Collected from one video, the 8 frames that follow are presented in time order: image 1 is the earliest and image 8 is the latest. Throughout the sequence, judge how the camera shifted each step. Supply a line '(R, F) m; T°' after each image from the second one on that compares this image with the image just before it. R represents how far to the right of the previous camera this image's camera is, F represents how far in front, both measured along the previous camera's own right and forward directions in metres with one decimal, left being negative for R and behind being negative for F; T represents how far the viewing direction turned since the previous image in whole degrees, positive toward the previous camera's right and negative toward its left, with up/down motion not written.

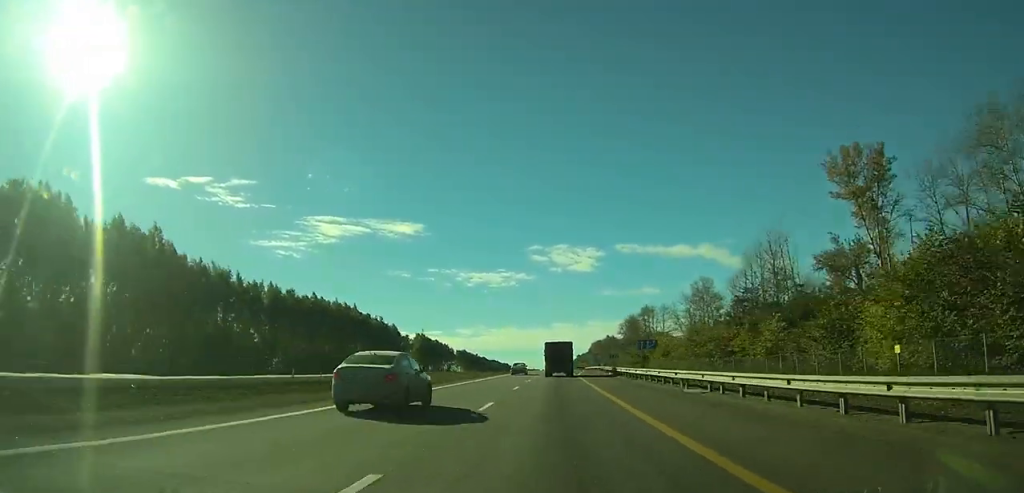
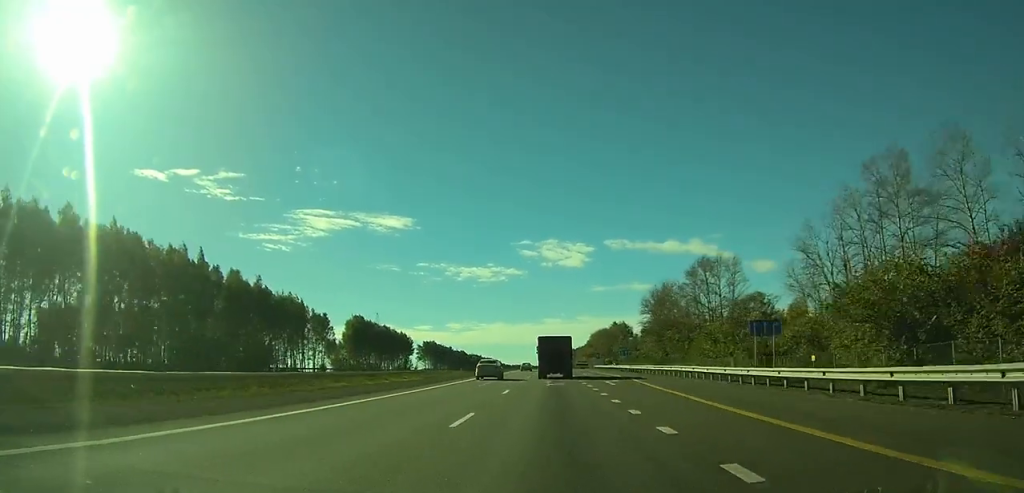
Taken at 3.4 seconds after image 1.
(+1.0, +87.6) m; +1°
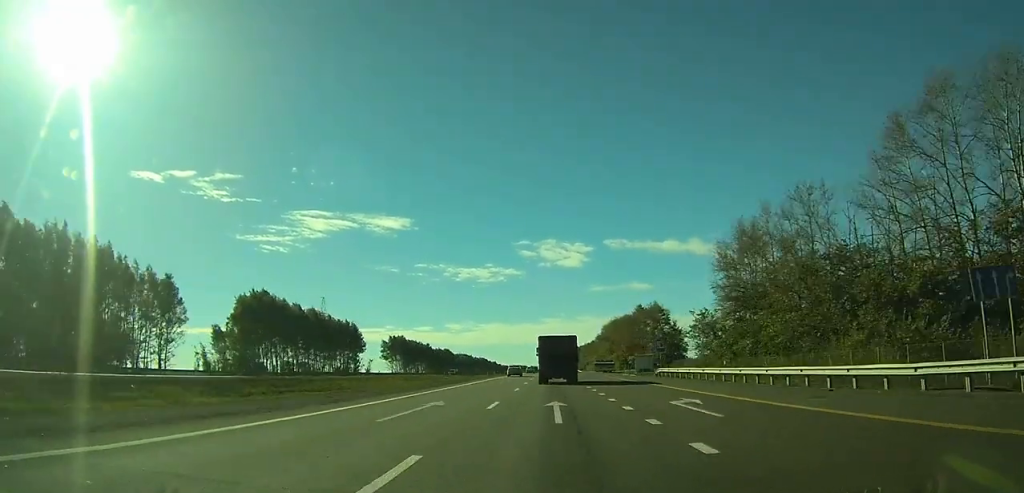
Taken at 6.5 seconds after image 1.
(+0.1, +79.4) m; 0°
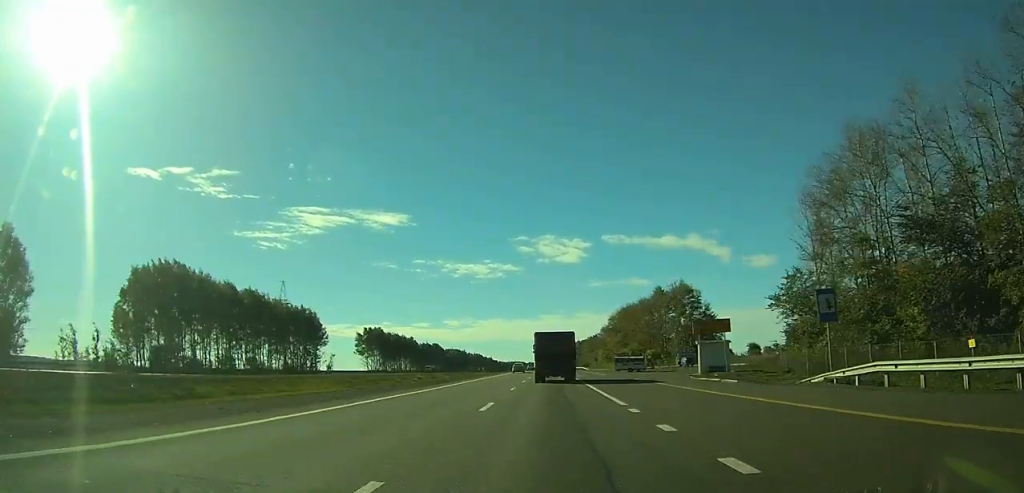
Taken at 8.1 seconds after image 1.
(+0.1, +37.9) m; 0°
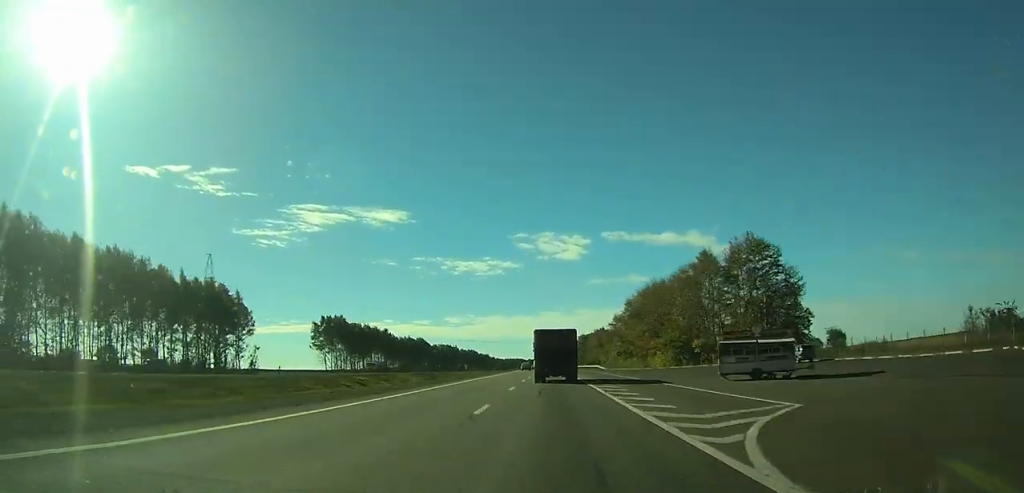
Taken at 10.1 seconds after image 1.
(+0.1, +48.8) m; 0°
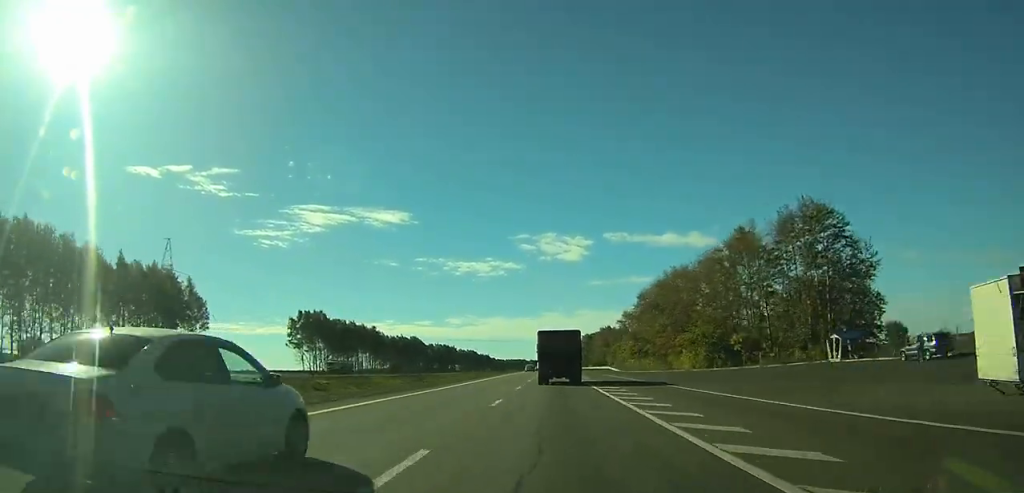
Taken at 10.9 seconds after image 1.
(0.0, +20.9) m; 0°
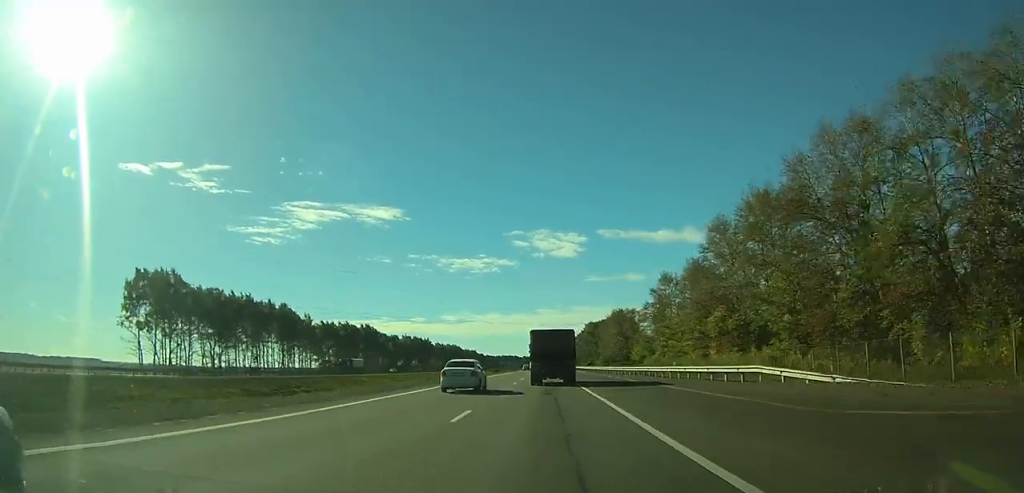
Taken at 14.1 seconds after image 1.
(+0.2, +76.4) m; 0°
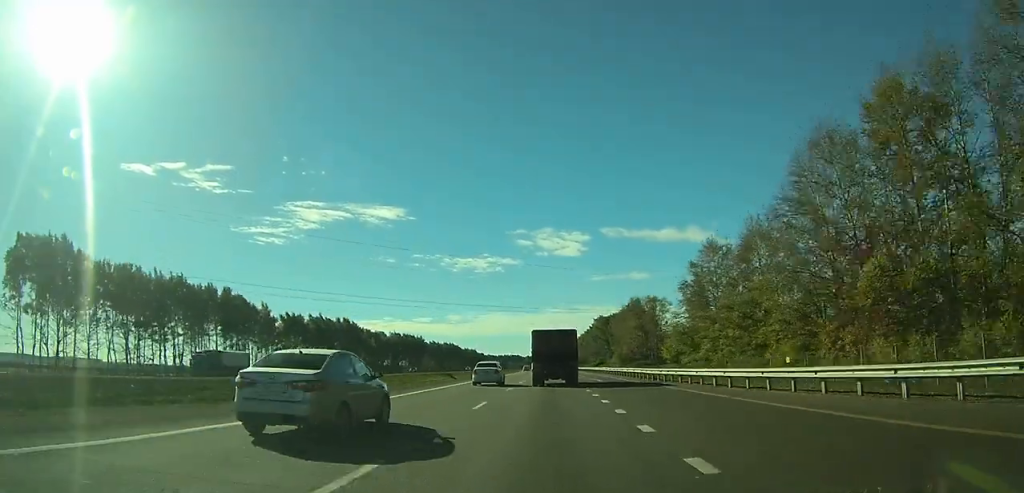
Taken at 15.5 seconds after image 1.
(0.0, +31.8) m; 0°
